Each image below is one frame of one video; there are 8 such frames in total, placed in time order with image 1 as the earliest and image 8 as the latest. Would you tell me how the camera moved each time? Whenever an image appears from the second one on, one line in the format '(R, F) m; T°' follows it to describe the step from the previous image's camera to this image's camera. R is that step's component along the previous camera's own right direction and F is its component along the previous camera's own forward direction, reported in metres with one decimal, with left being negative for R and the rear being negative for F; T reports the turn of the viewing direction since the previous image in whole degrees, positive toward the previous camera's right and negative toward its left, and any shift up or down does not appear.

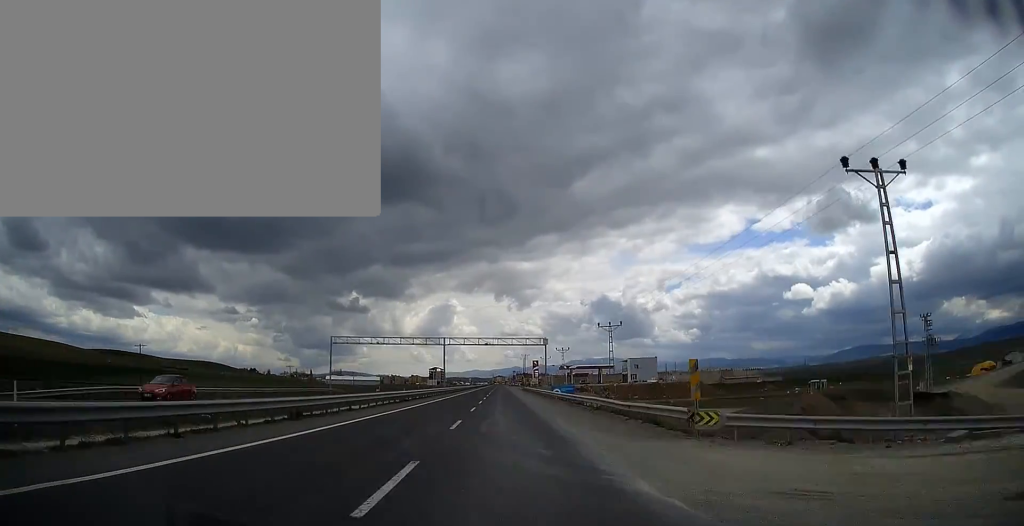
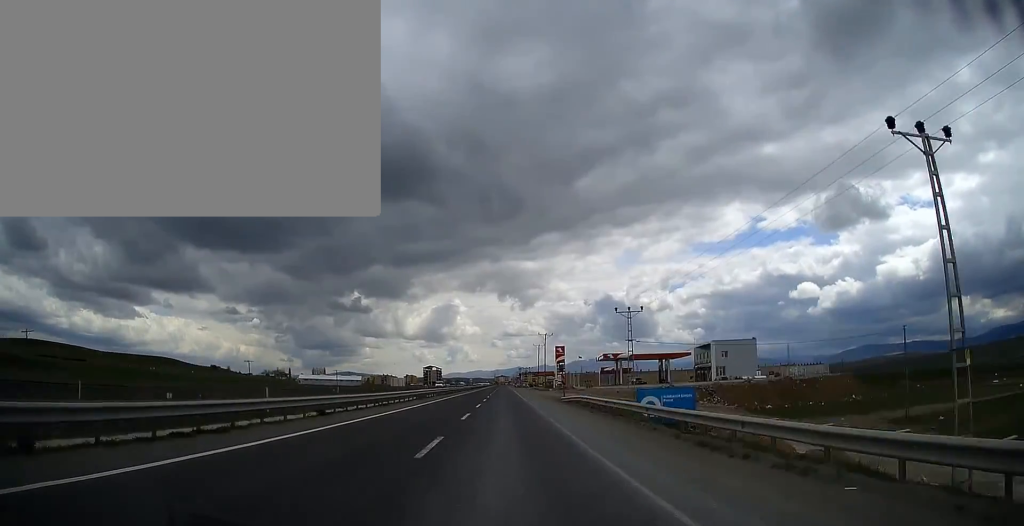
(0.0, +83.3) m; 0°
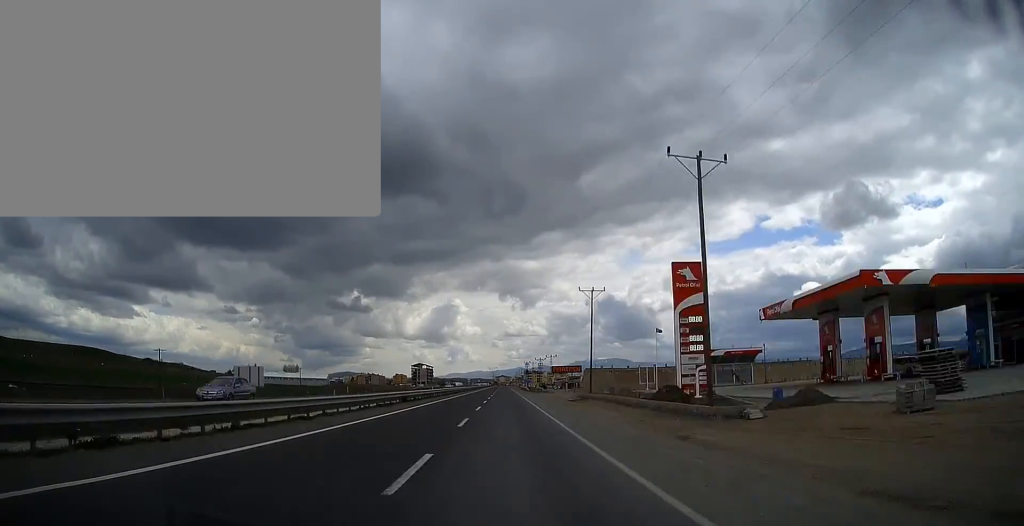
(+0.1, +85.1) m; 0°
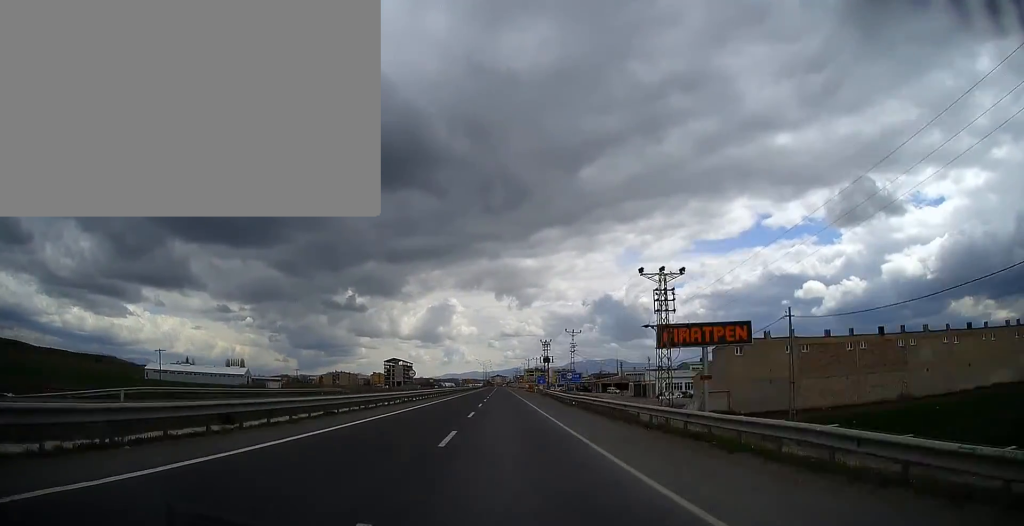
(+0.1, +118.1) m; 0°
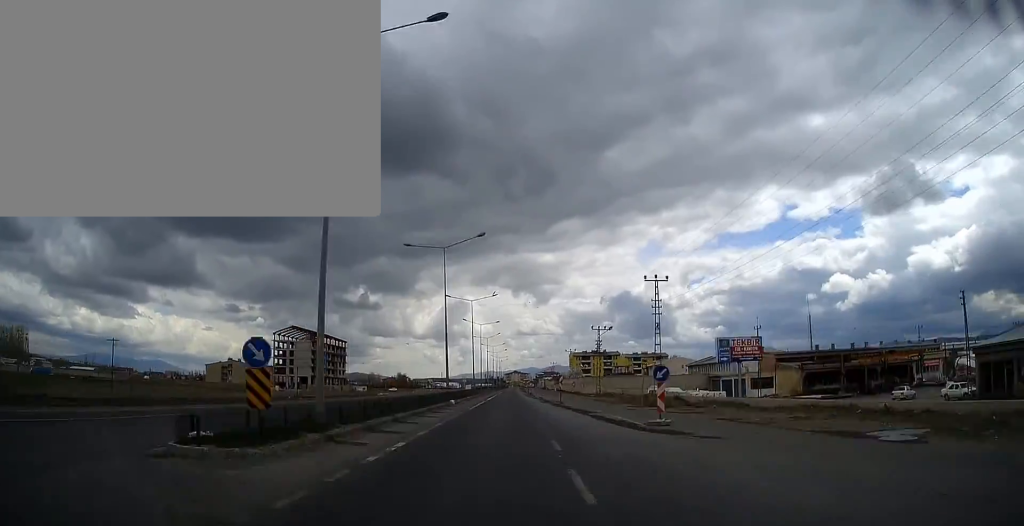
(-2.5, +244.0) m; -1°
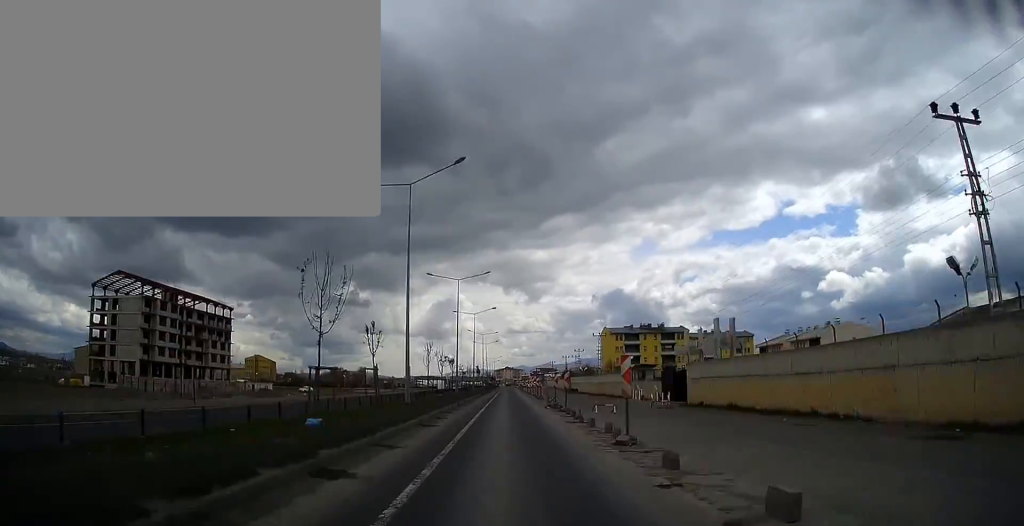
(+0.4, +95.4) m; 0°
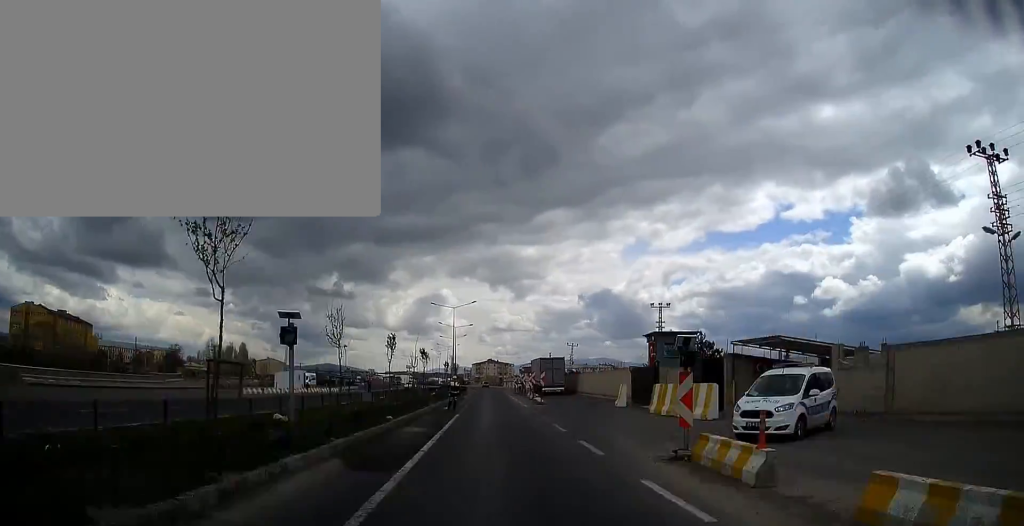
(+3.1, +136.1) m; +4°
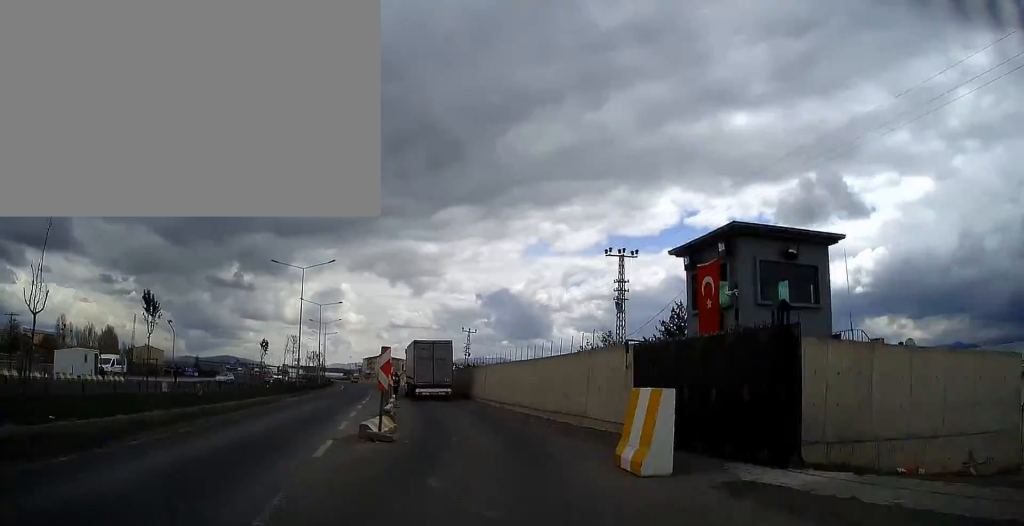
(+0.5, +21.6) m; +1°
